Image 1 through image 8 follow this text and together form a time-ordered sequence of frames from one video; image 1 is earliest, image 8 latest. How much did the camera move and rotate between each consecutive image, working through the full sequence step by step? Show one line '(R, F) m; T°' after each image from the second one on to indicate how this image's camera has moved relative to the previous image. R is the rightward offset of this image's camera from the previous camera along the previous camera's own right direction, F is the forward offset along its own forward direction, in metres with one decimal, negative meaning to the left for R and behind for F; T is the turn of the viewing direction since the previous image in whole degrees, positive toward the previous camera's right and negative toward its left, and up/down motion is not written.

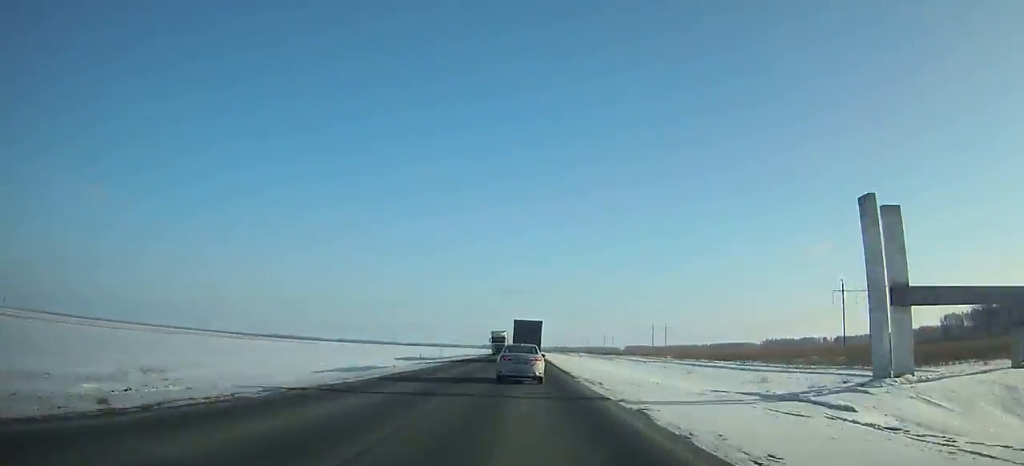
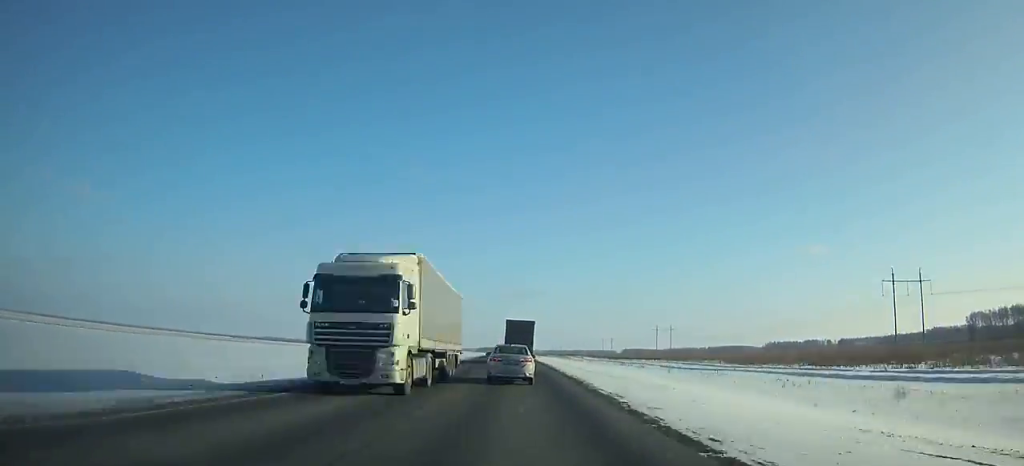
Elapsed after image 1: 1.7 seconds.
(+0.1, +39.4) m; 0°
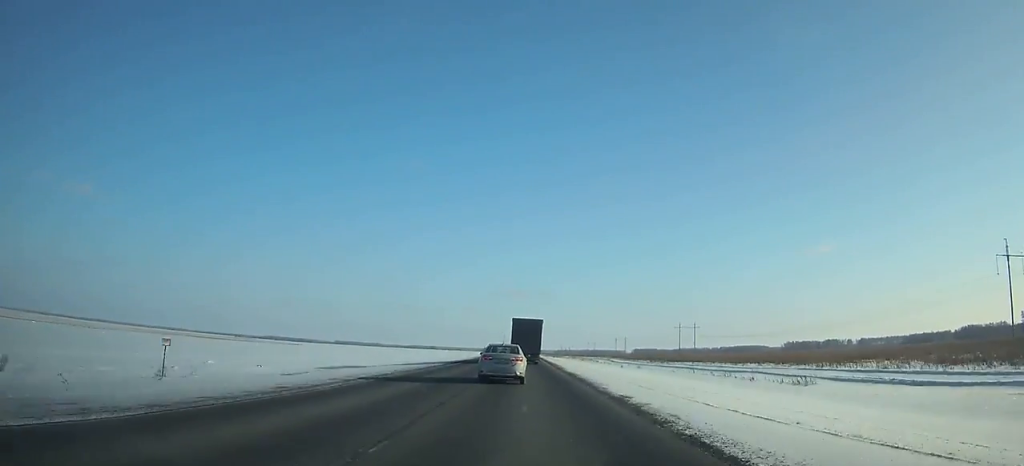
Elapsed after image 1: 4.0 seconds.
(0.0, +53.8) m; 0°
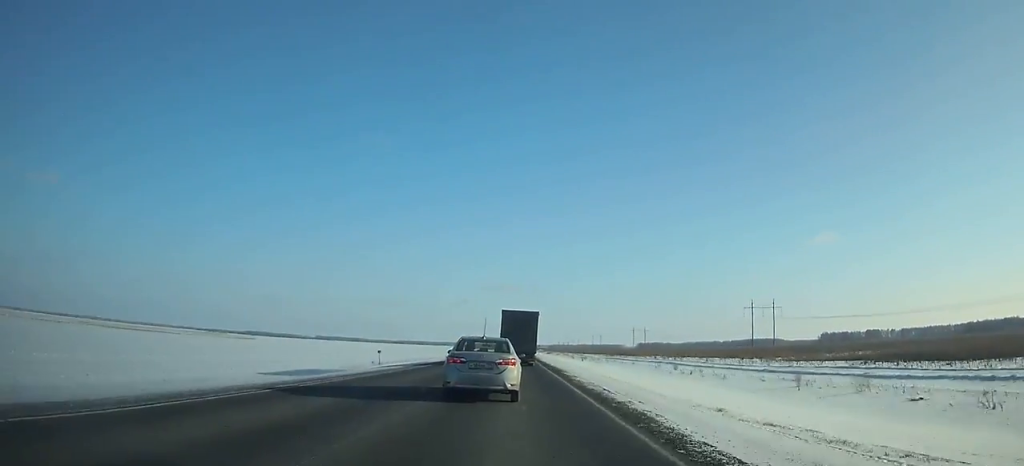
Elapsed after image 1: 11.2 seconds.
(0.0, +167.7) m; 0°
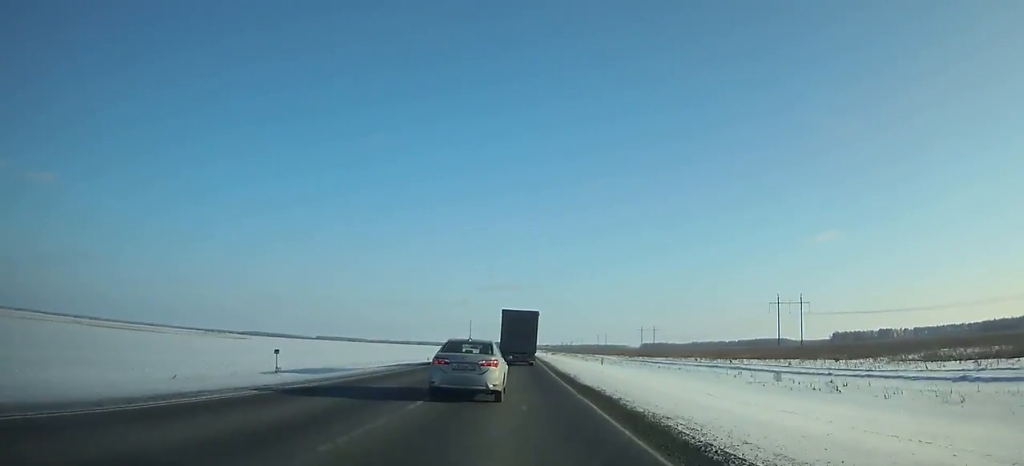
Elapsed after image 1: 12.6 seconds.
(-0.1, +31.8) m; 0°
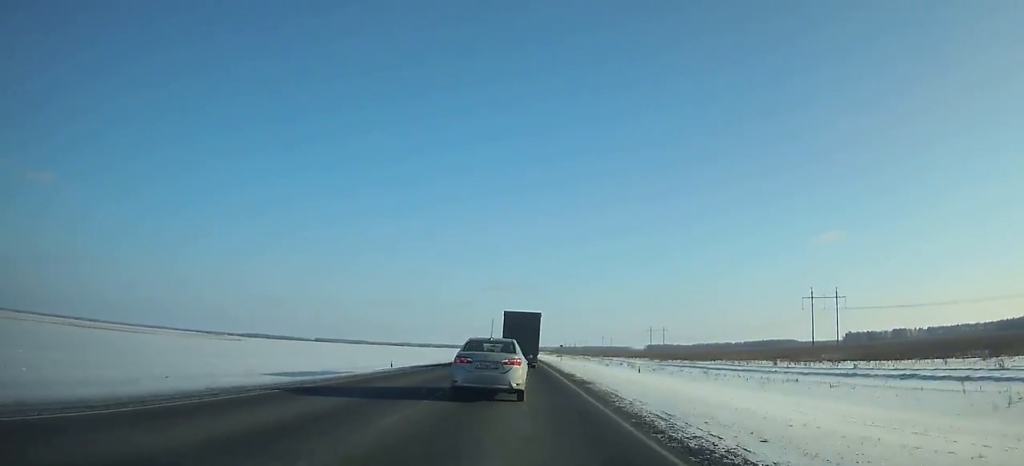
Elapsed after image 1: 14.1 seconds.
(-0.1, +34.0) m; 0°
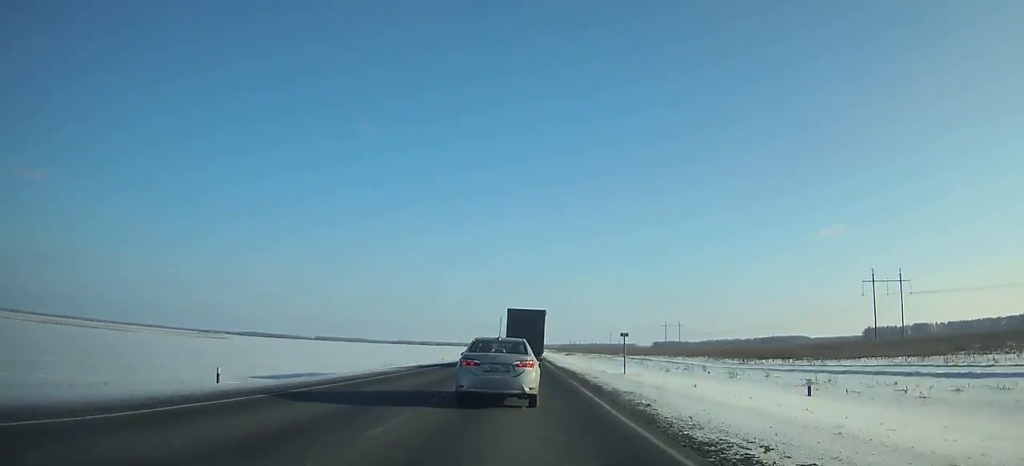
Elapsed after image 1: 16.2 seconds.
(-0.1, +46.8) m; 0°
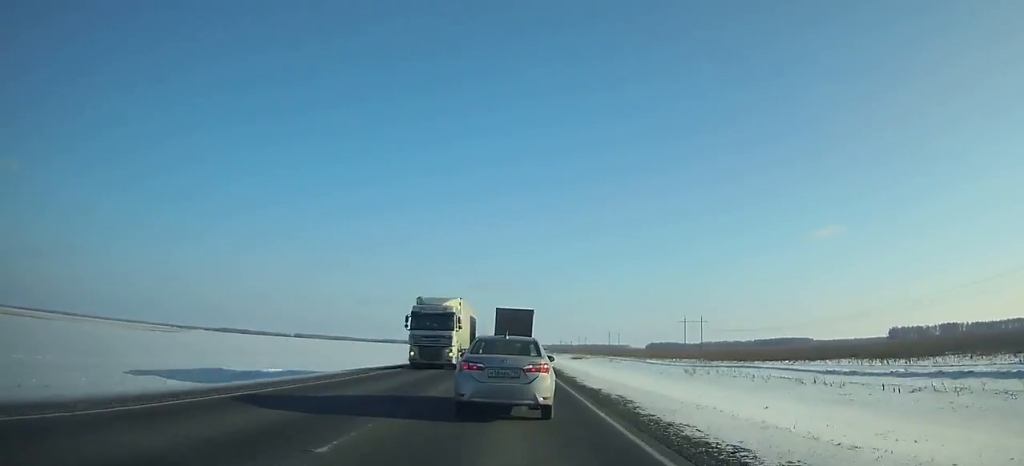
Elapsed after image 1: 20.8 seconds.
(+0.6, +100.4) m; 0°
